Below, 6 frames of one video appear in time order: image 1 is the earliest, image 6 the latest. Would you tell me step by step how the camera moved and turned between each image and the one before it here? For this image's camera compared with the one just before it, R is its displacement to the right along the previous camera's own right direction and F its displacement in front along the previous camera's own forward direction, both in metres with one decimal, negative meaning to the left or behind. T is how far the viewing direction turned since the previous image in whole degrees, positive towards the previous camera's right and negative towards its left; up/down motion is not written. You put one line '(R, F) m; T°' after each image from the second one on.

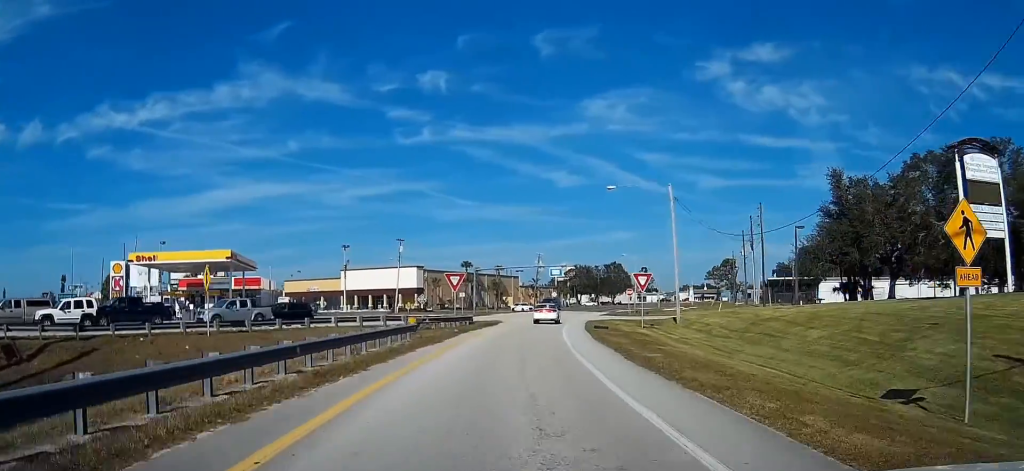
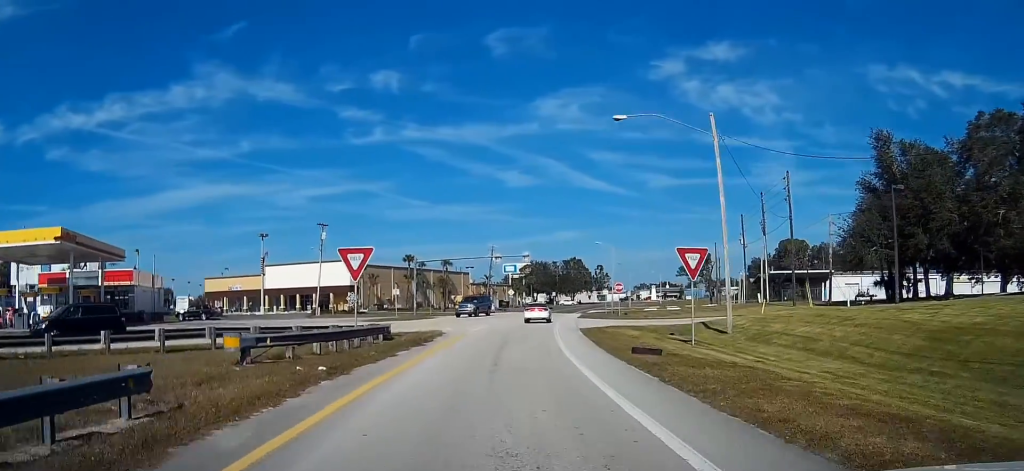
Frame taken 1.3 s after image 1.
(+0.7, +21.7) m; +3°
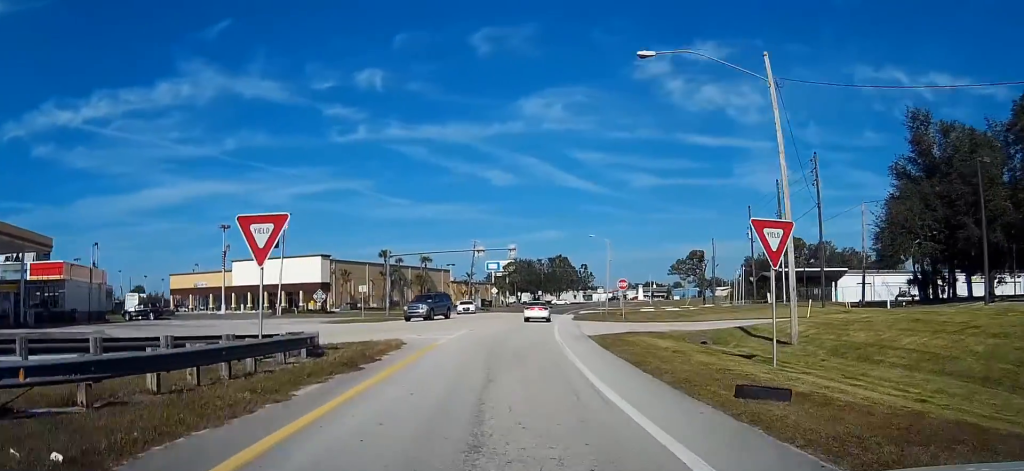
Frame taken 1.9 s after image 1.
(0.0, +9.6) m; +2°
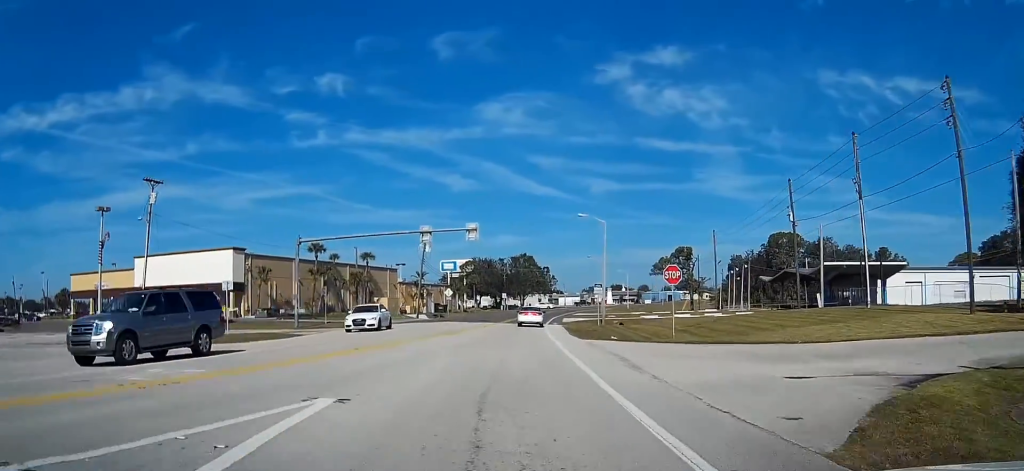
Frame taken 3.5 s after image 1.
(+1.8, +25.1) m; +7°
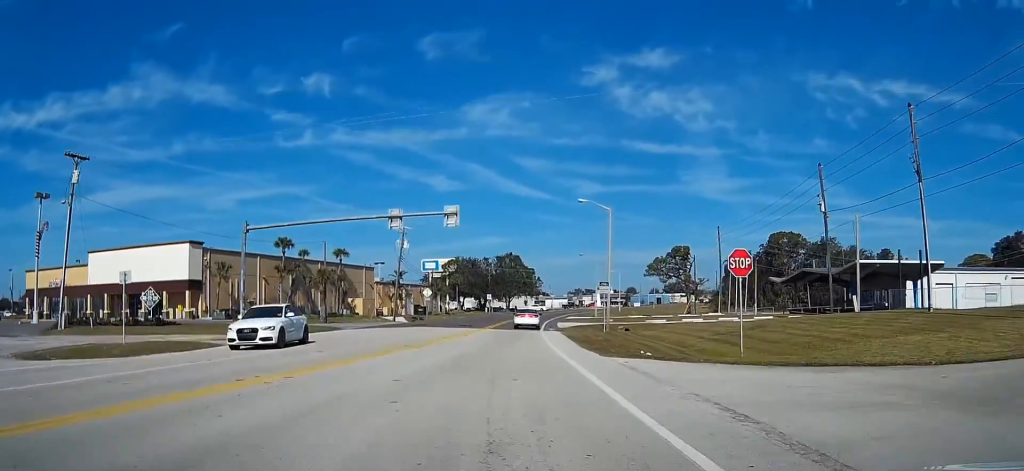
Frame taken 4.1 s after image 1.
(+0.2, +10.3) m; +1°
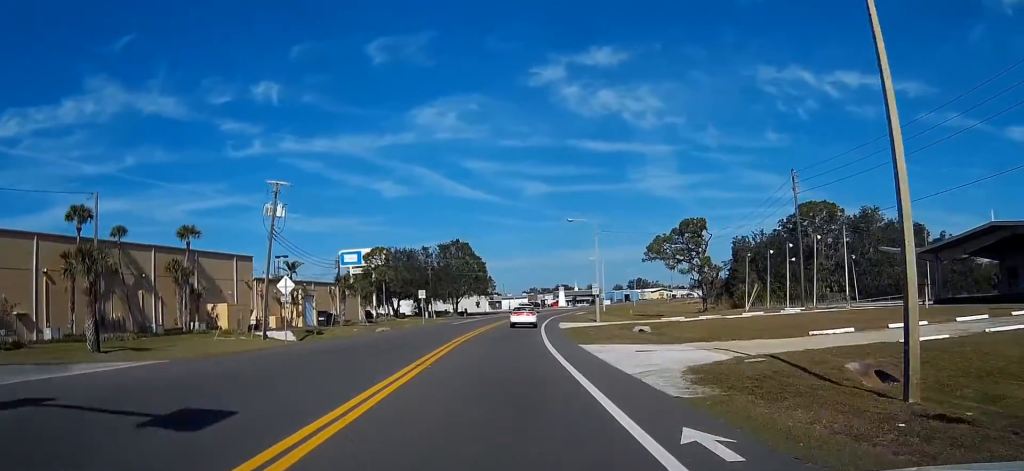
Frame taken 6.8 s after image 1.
(0.0, +43.4) m; 0°
